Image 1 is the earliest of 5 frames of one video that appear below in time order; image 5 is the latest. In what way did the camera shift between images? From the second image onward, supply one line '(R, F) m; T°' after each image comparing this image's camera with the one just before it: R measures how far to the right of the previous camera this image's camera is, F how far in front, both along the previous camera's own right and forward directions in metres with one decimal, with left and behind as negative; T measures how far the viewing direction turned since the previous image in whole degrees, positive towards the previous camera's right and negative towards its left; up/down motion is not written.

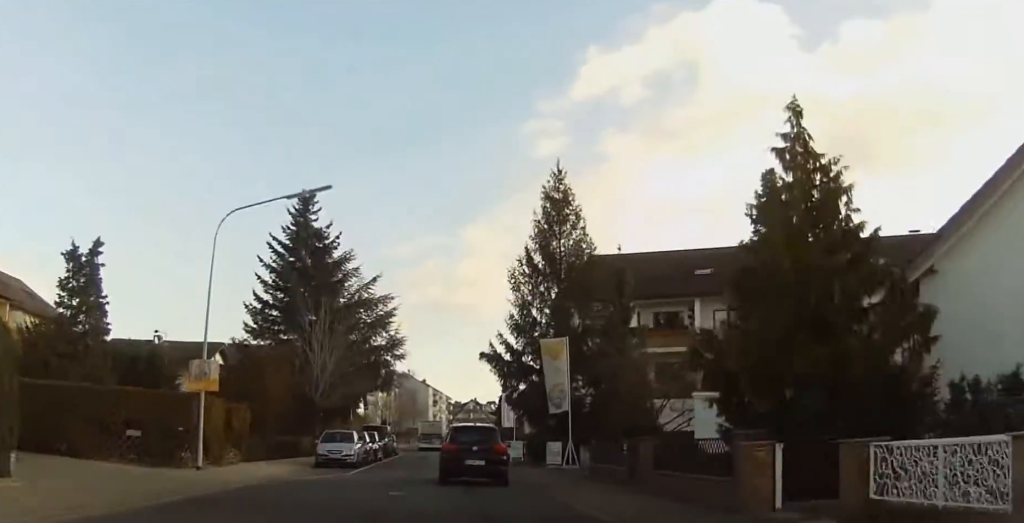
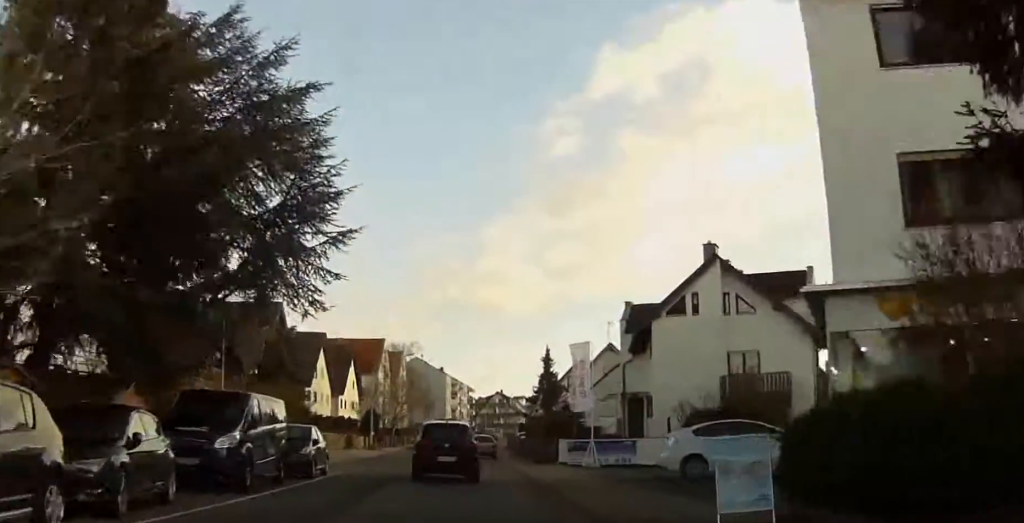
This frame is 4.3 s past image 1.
(-0.4, +38.9) m; -1°
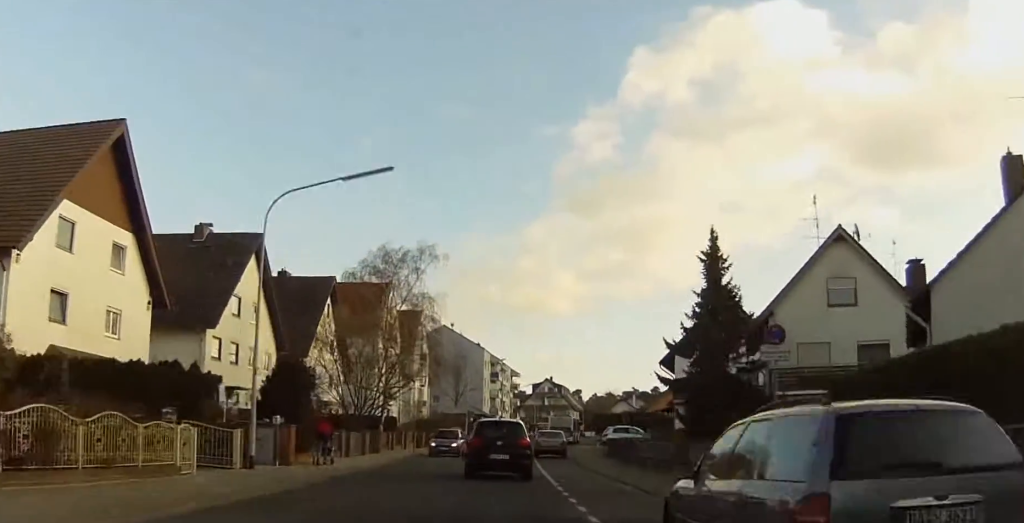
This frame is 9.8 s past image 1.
(+1.7, +48.1) m; +1°
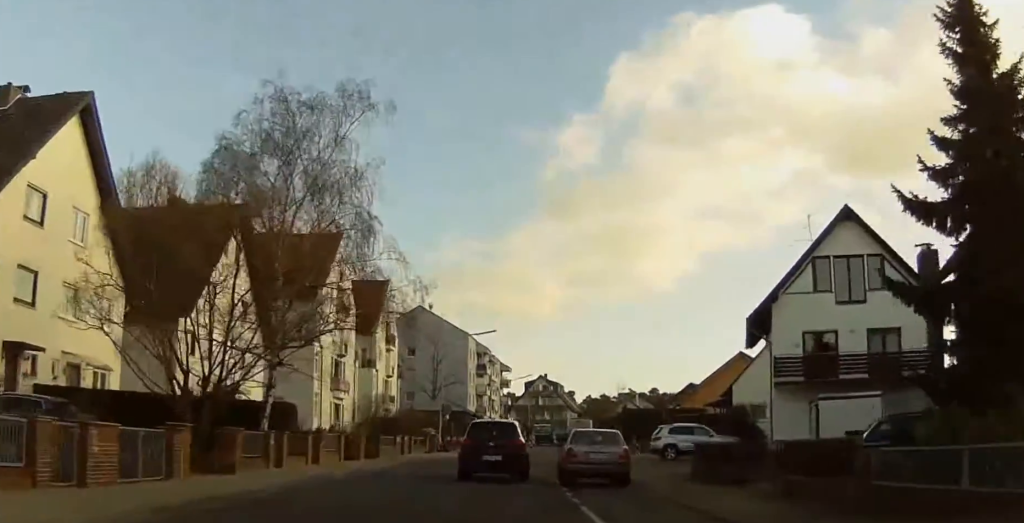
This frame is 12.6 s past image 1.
(-0.3, +23.3) m; +1°
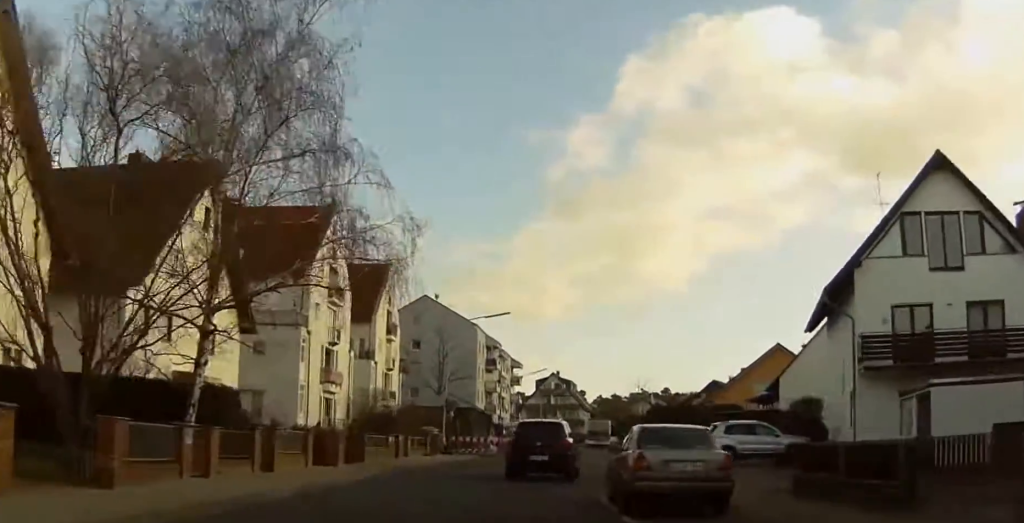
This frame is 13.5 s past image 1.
(+0.2, +7.7) m; +1°
